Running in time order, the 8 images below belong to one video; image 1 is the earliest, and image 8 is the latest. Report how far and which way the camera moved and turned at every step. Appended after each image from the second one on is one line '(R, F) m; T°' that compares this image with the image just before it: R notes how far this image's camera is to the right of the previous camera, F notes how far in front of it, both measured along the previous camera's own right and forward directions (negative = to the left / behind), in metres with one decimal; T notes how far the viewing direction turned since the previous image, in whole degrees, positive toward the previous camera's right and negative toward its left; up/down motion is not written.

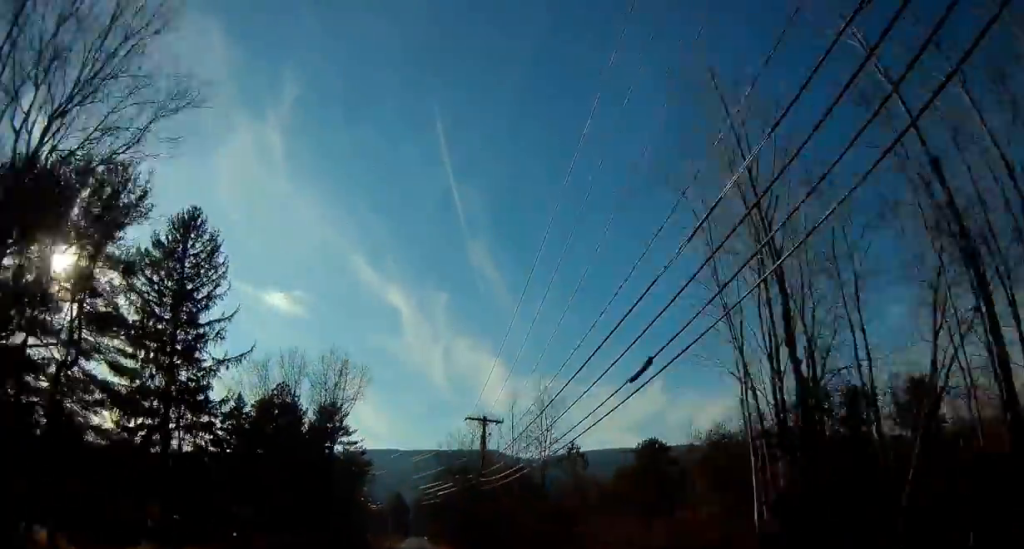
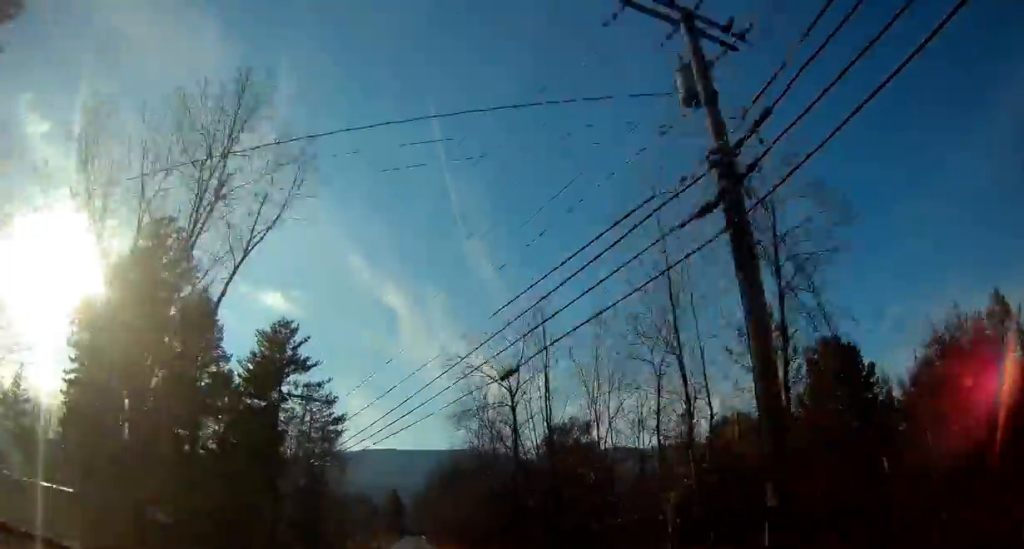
(0.0, +31.7) m; 0°
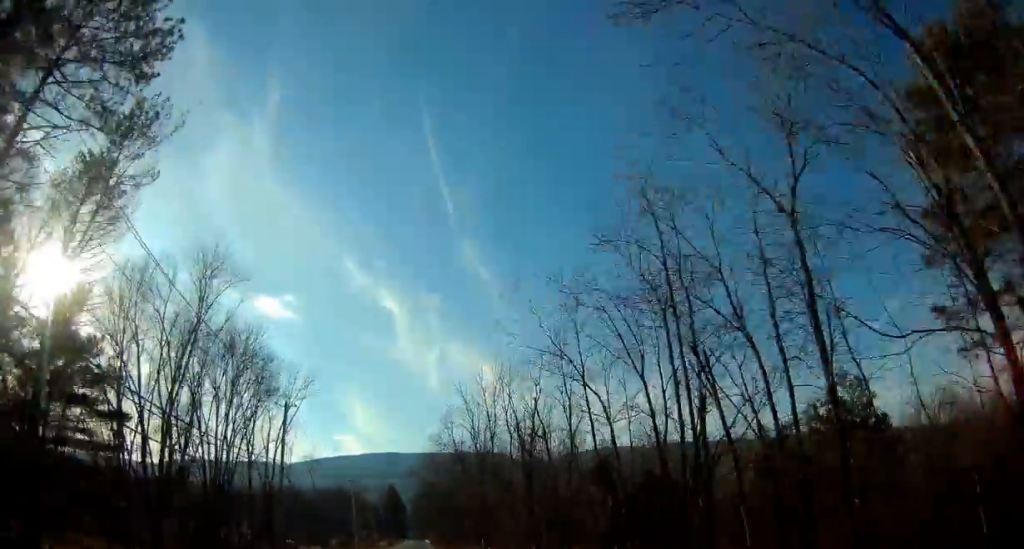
(-0.1, +47.9) m; 0°
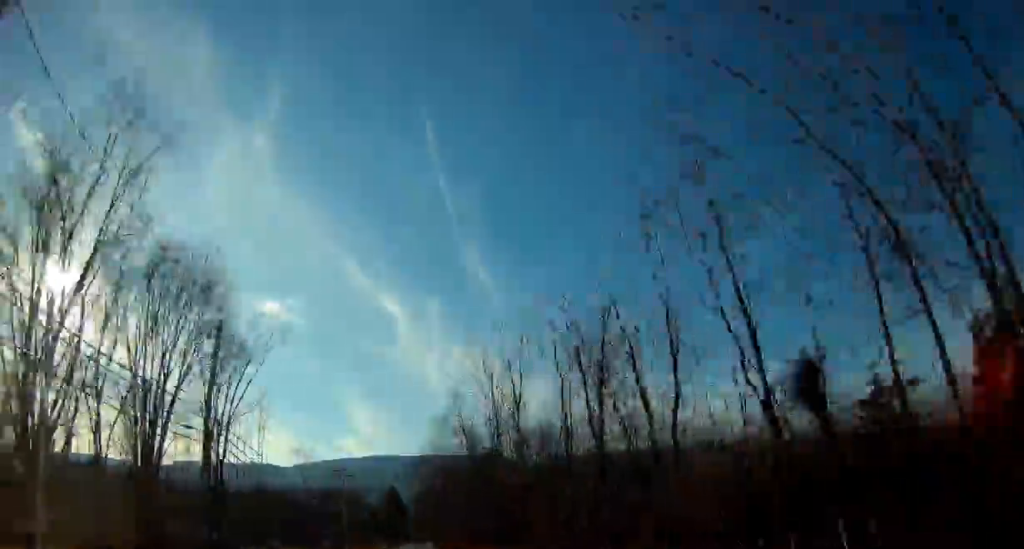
(0.0, +12.8) m; 0°
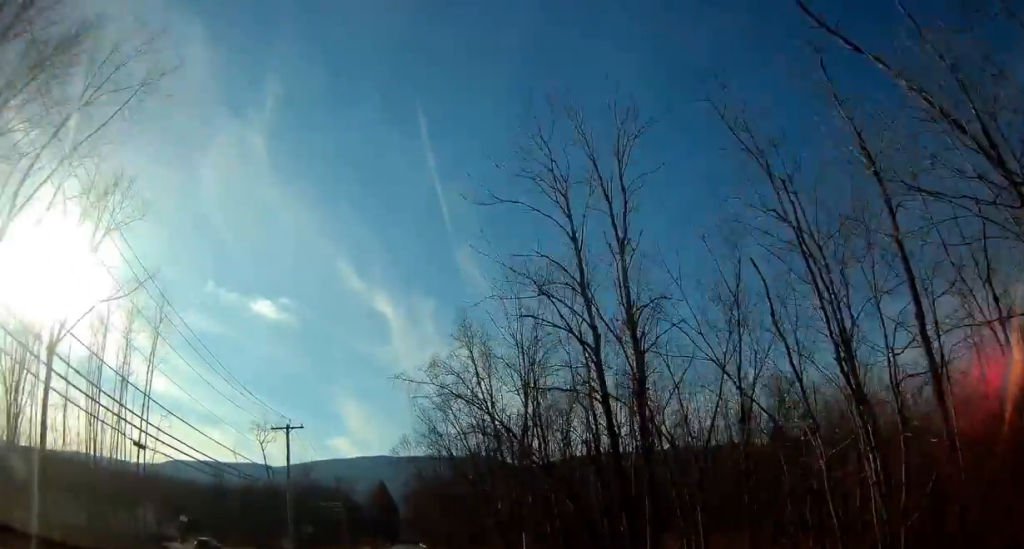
(0.0, +23.1) m; 0°
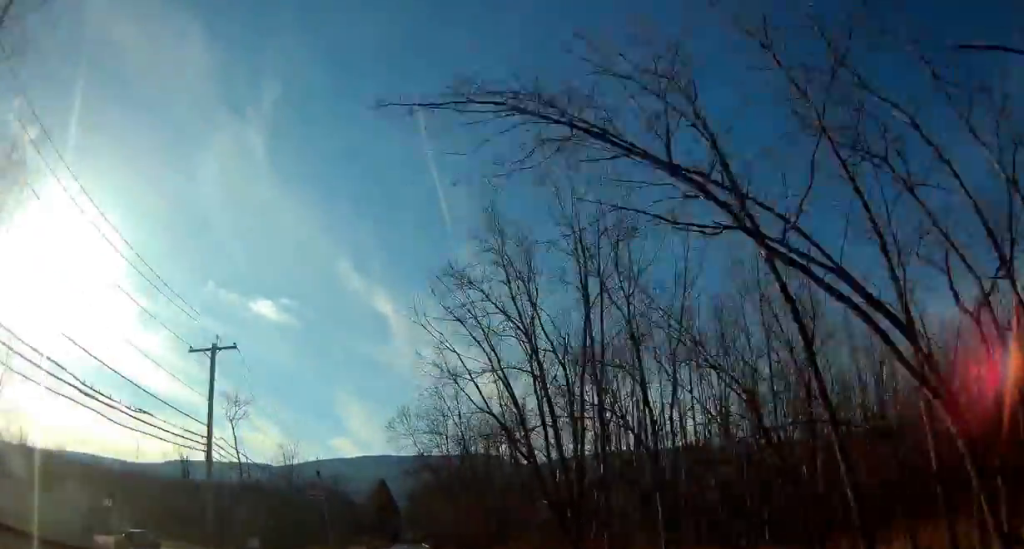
(0.0, +16.2) m; 0°
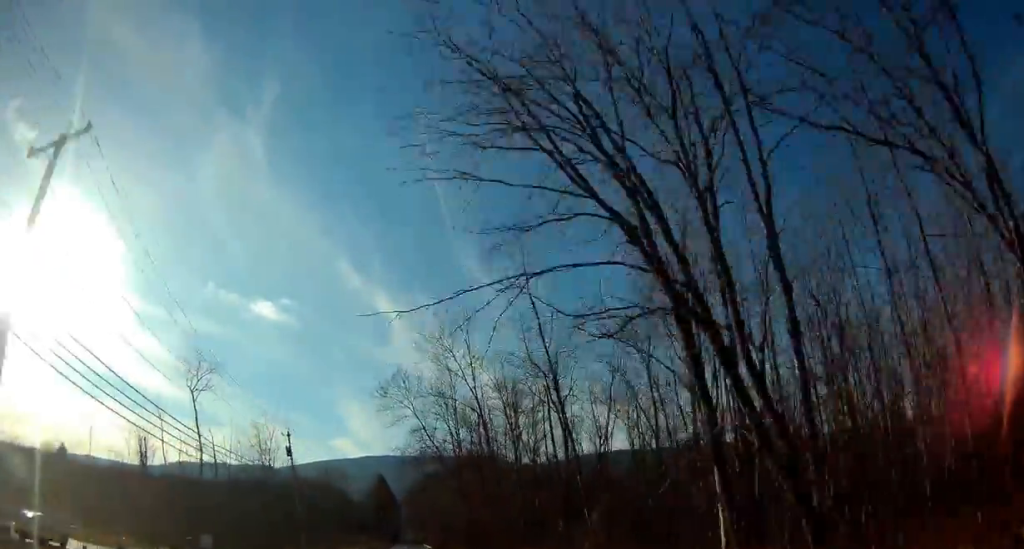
(0.0, +14.4) m; 0°
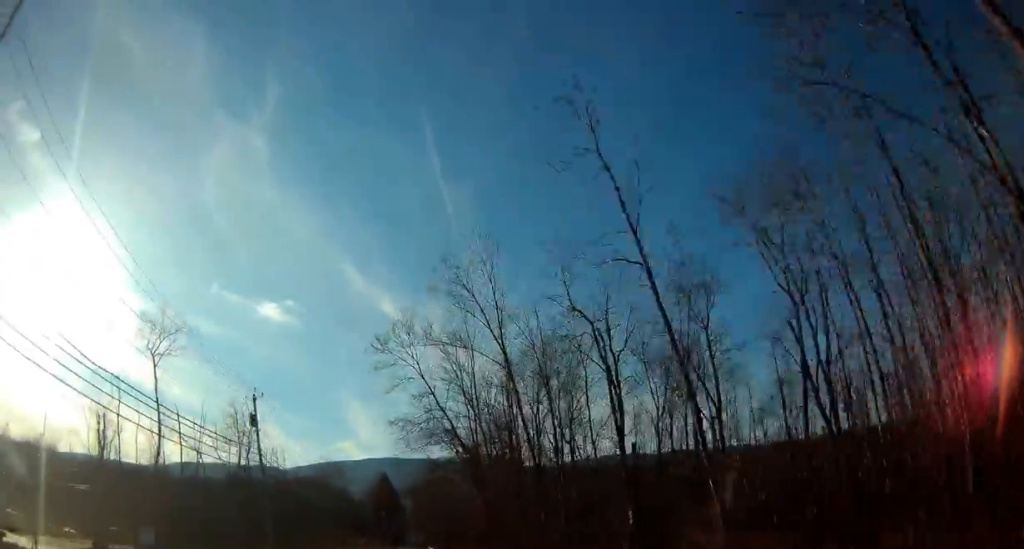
(0.0, +11.8) m; 0°
